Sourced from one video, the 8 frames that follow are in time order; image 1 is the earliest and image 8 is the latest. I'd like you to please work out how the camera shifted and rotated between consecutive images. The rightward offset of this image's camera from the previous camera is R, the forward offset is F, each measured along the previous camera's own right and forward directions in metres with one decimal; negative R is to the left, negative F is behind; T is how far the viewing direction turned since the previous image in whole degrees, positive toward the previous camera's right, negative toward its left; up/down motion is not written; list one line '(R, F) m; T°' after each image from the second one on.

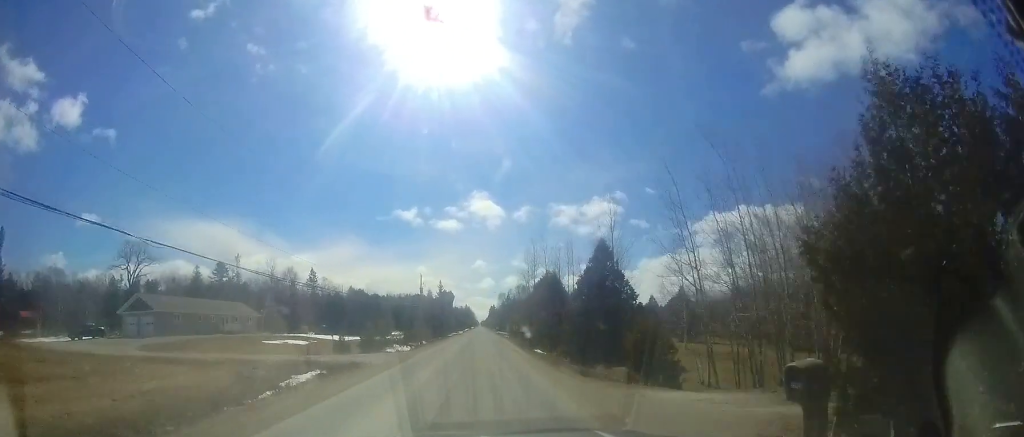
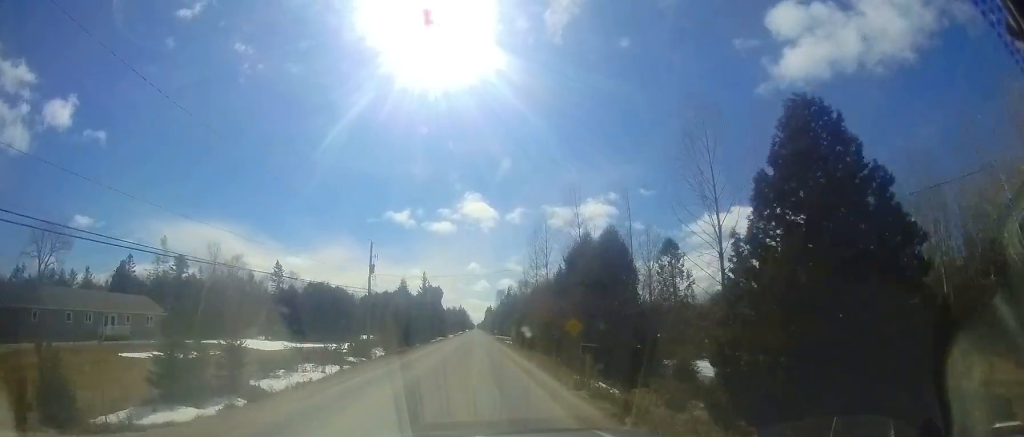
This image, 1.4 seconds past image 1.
(-0.1, +21.3) m; 0°
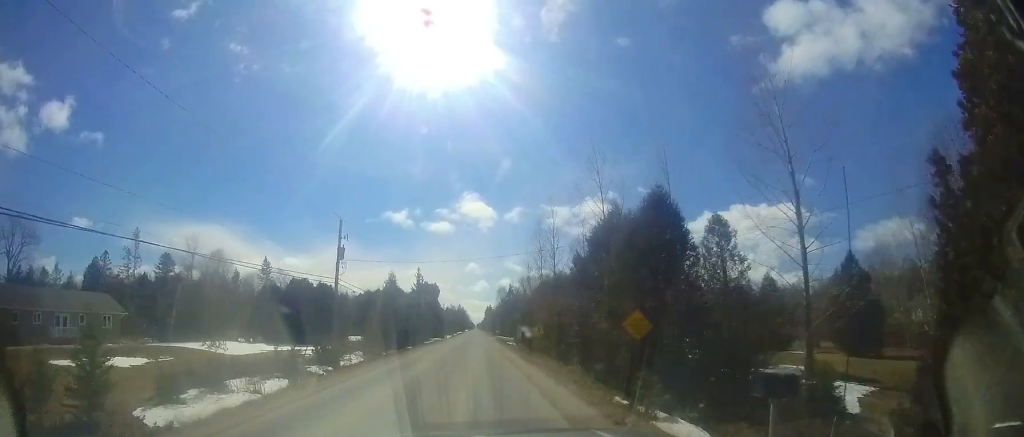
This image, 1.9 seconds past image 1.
(+0.1, +6.7) m; 0°
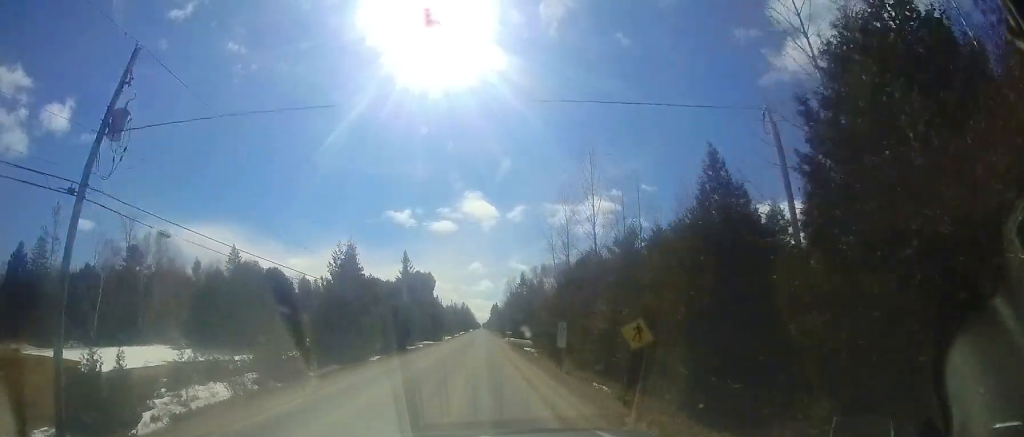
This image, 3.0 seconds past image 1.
(-0.3, +17.7) m; -1°
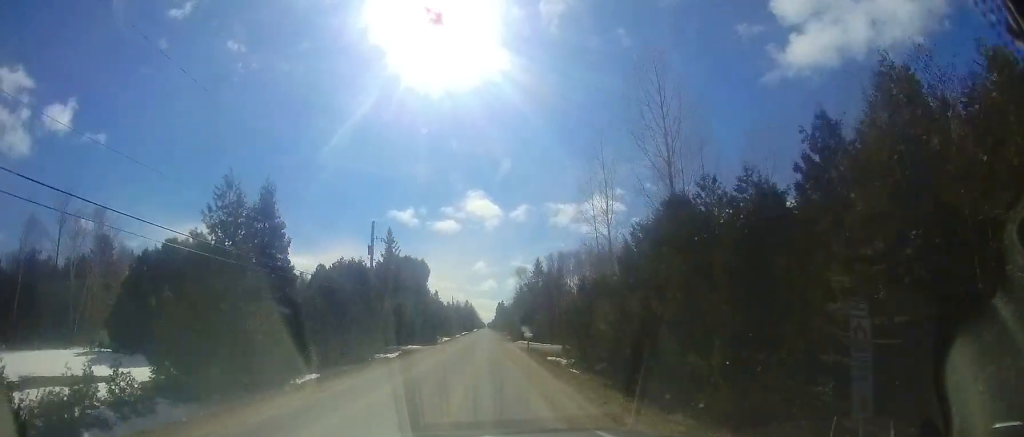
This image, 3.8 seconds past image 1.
(0.0, +14.4) m; 0°
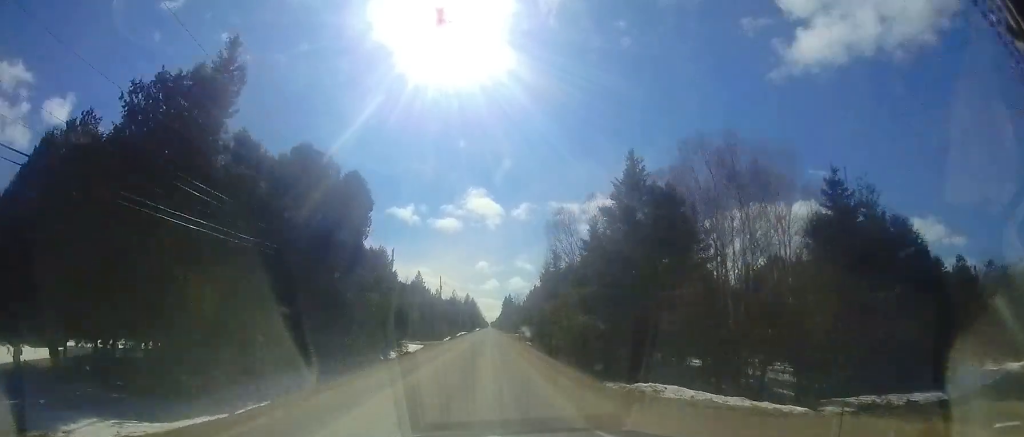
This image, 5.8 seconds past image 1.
(0.0, +35.0) m; -1°
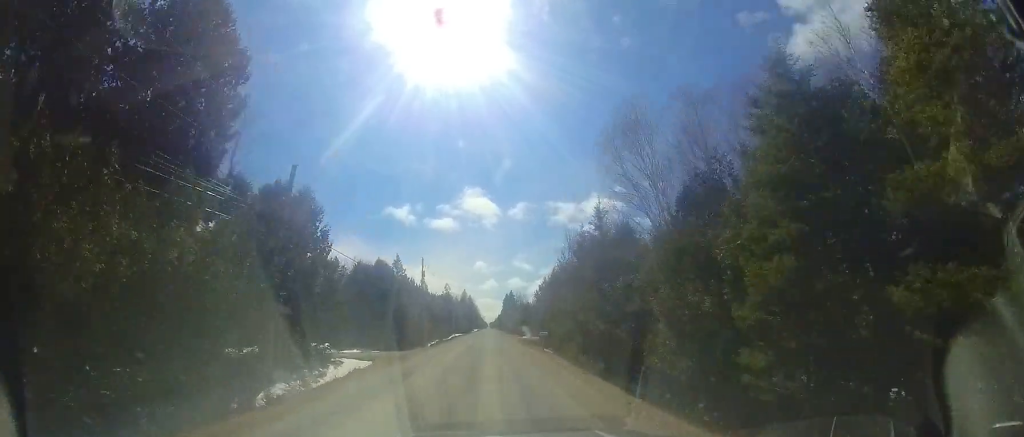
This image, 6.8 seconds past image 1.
(-0.3, +17.6) m; 0°
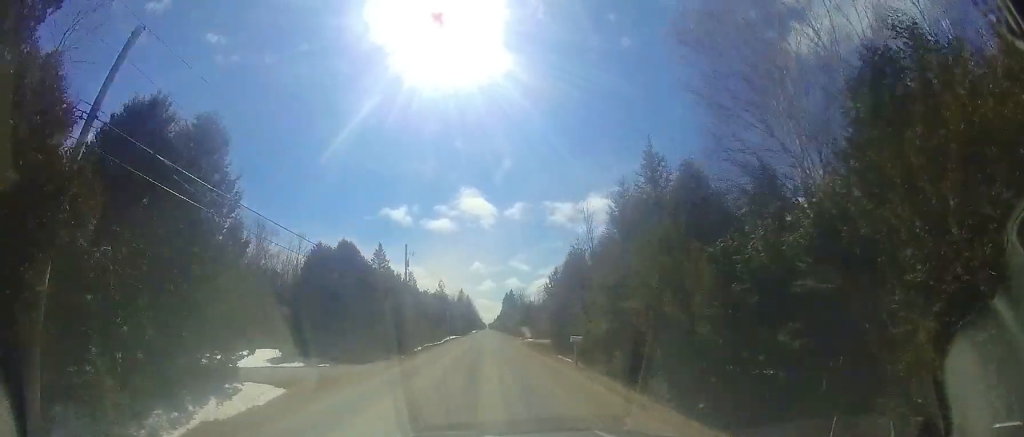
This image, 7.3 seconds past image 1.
(+0.1, +9.4) m; +1°
